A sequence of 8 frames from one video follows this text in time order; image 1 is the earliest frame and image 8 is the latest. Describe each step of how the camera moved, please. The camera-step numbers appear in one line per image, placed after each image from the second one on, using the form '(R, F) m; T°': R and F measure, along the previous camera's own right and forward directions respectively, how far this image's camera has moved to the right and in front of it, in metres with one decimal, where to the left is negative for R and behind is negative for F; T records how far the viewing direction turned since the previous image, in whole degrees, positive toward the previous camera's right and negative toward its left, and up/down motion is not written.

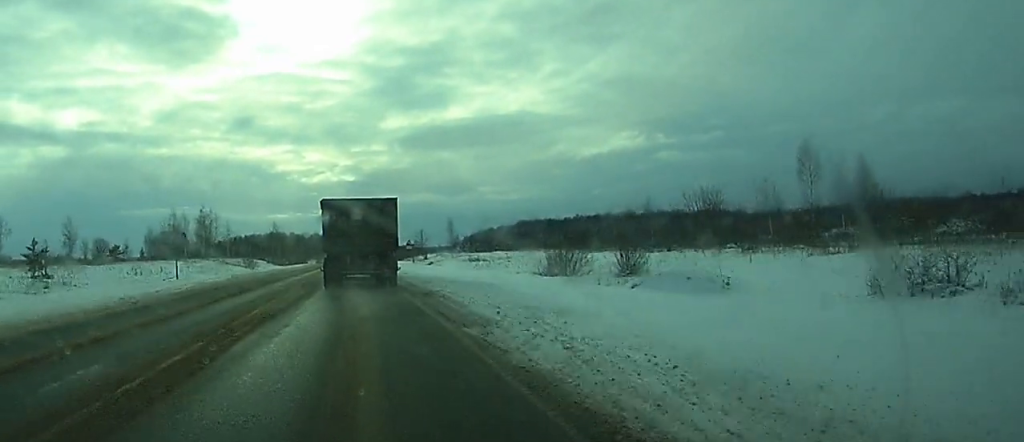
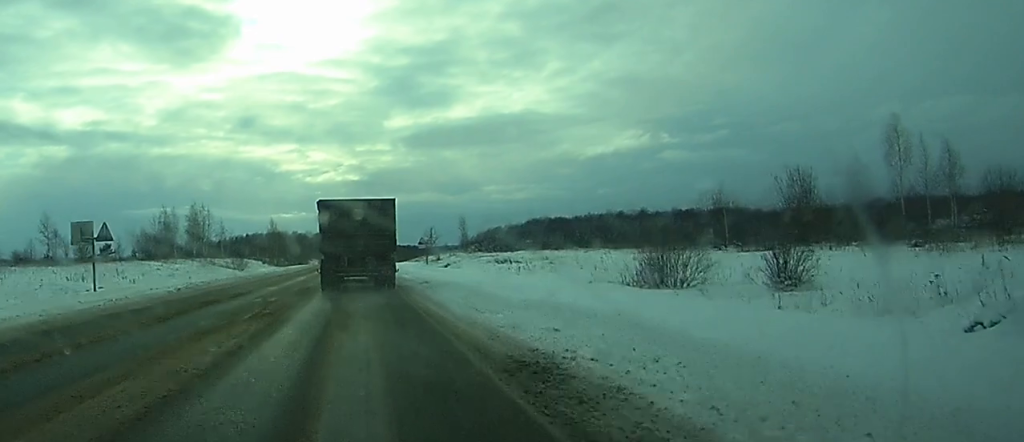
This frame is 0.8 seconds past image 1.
(-0.1, +15.9) m; 0°
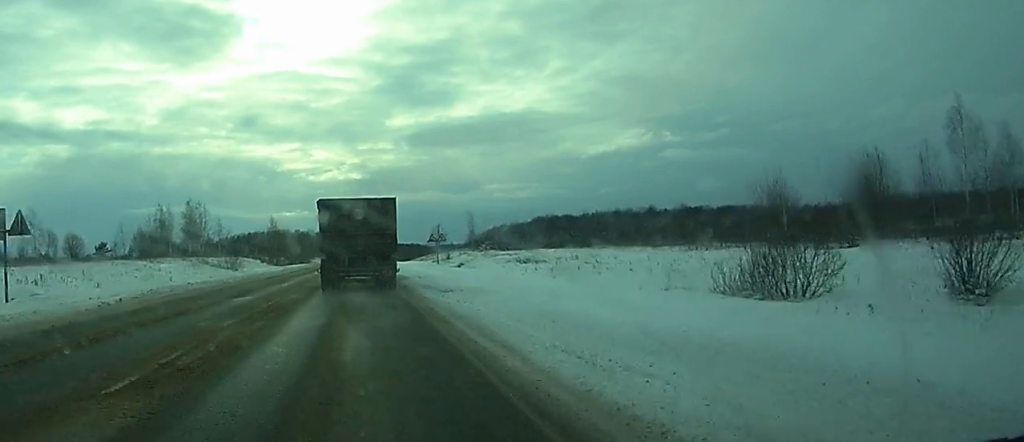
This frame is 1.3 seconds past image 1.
(0.0, +8.9) m; 0°
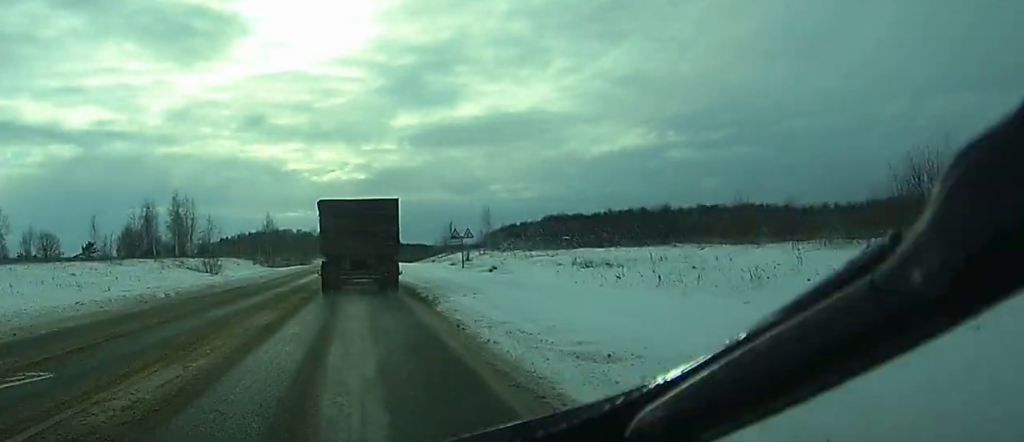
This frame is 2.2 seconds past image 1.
(0.0, +17.1) m; 0°
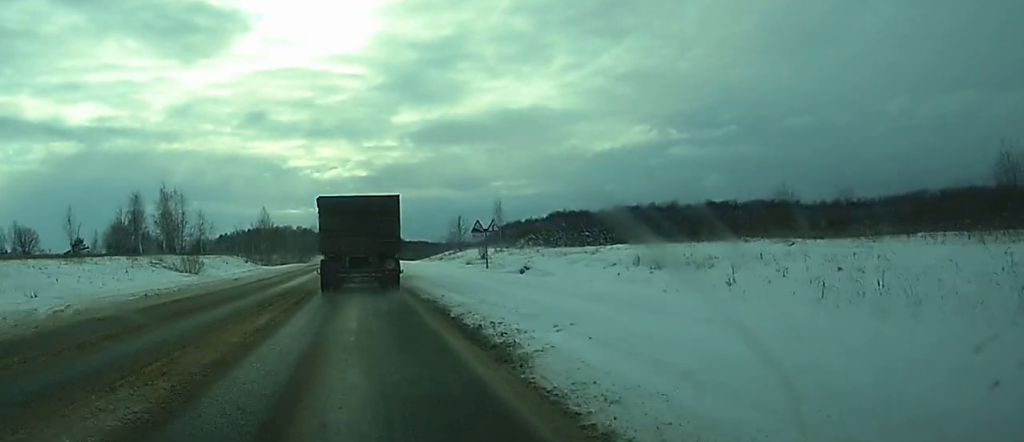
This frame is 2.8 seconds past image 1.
(0.0, +11.4) m; 0°
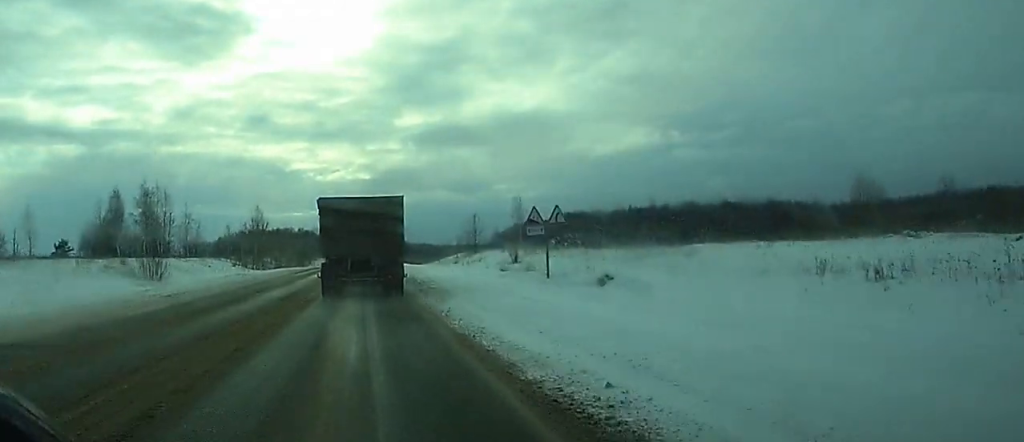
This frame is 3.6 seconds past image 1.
(-0.1, +15.8) m; 0°
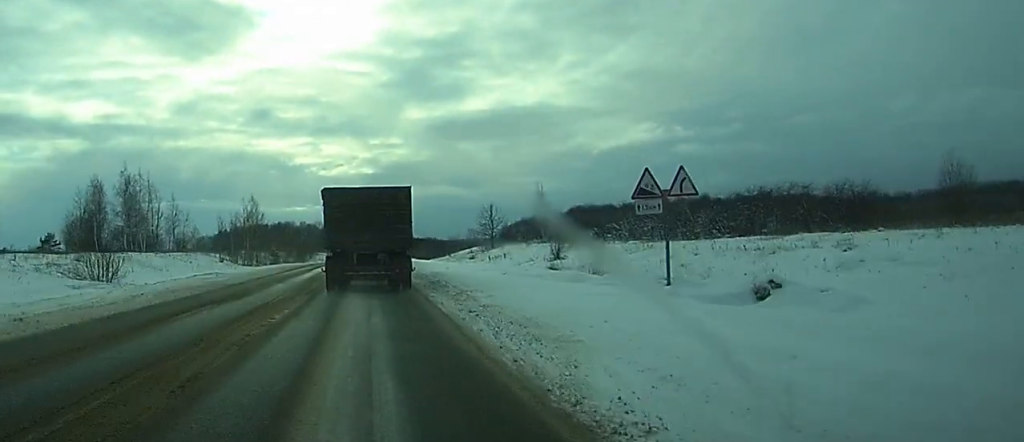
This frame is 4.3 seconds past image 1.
(0.0, +13.3) m; 0°
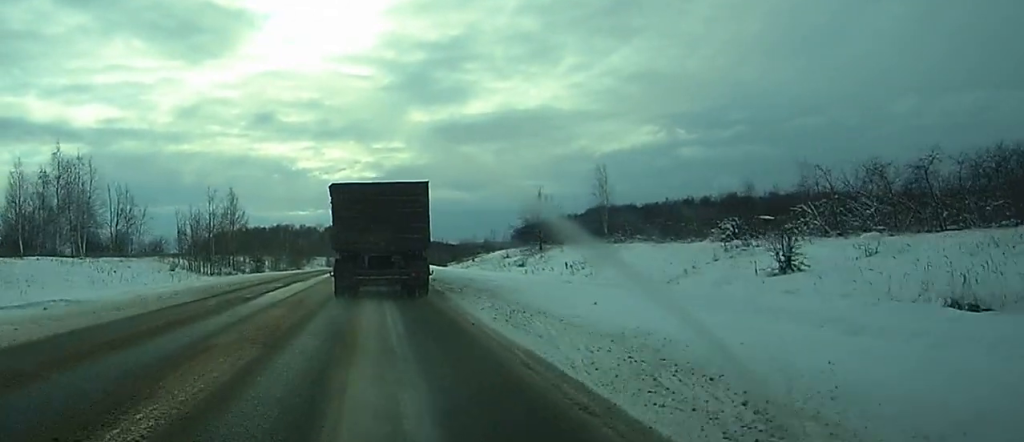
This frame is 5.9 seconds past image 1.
(-0.1, +29.1) m; 0°
